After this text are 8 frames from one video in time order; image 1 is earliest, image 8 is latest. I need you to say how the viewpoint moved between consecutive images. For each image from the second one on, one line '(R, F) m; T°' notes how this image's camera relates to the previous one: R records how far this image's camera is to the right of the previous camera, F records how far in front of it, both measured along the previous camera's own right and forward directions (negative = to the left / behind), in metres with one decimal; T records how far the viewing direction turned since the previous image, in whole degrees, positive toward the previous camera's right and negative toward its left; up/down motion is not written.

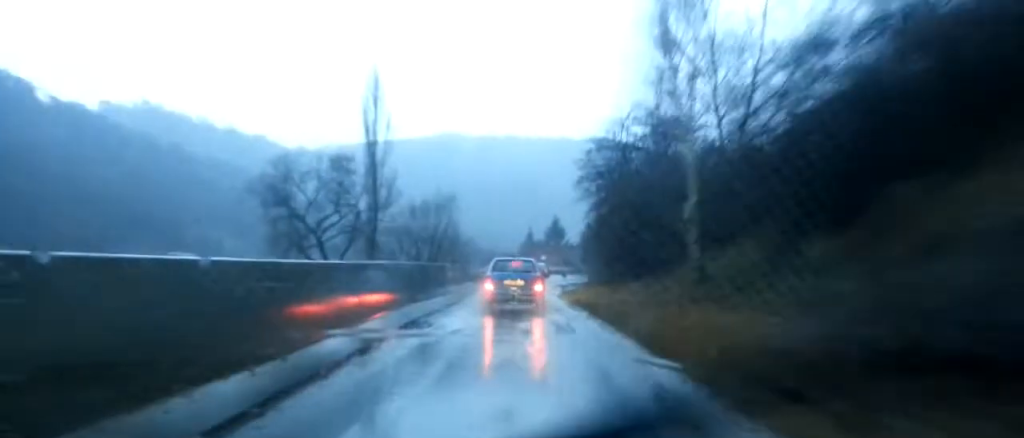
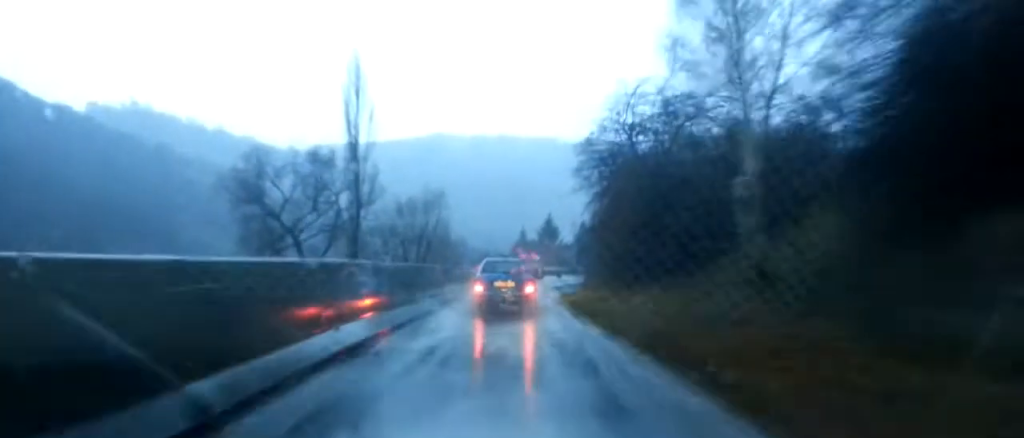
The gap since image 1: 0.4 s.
(-0.1, +5.1) m; 0°
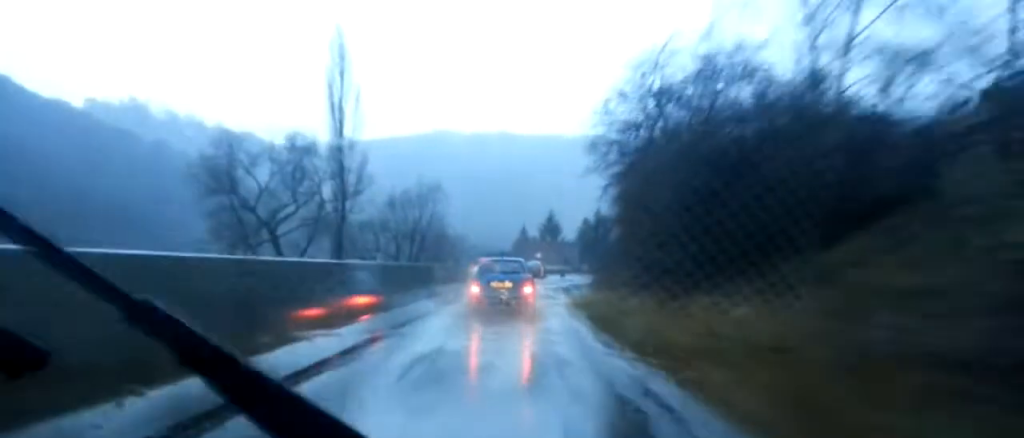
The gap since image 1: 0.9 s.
(+0.1, +6.8) m; +1°
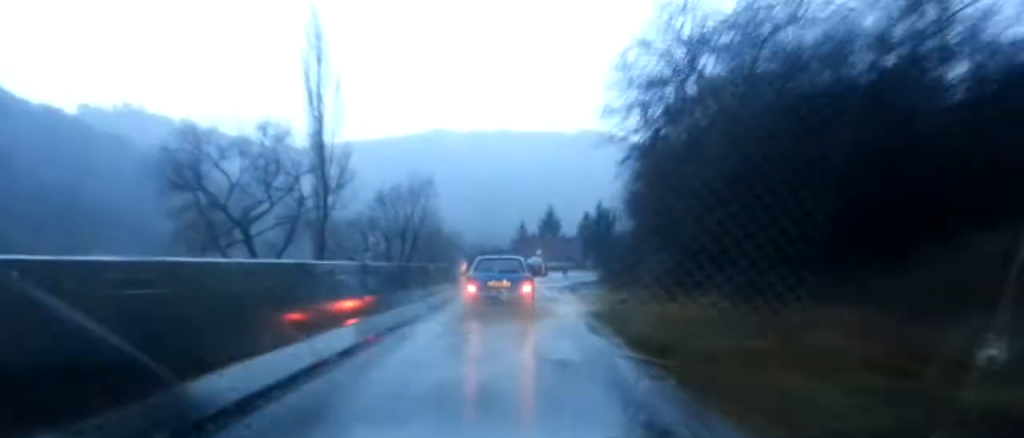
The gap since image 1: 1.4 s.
(0.0, +6.0) m; +1°
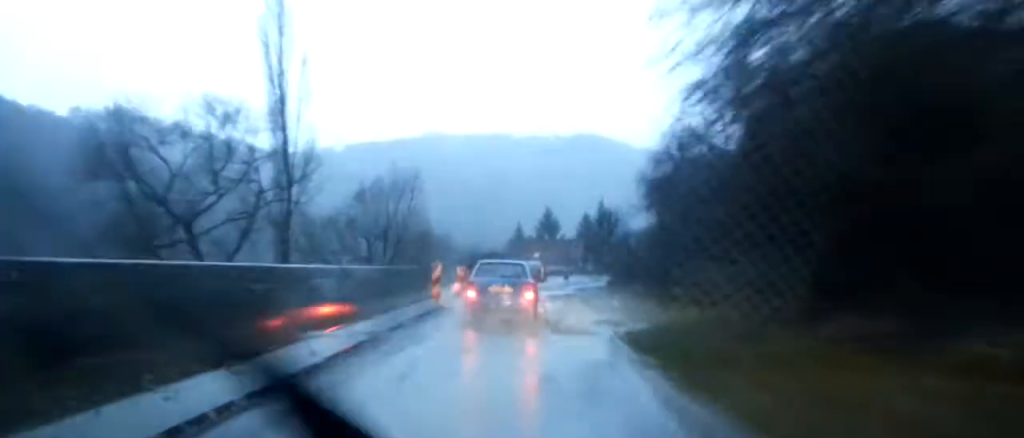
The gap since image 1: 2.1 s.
(+0.2, +9.4) m; +1°
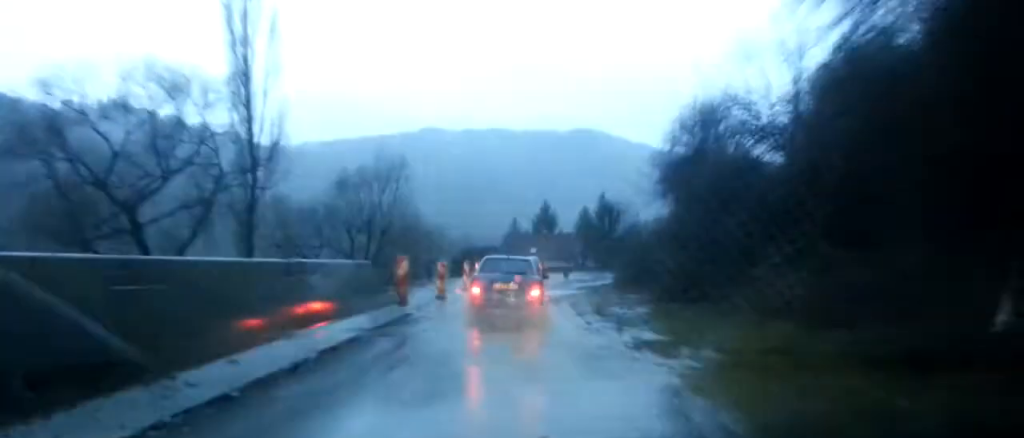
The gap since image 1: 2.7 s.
(0.0, +6.9) m; 0°
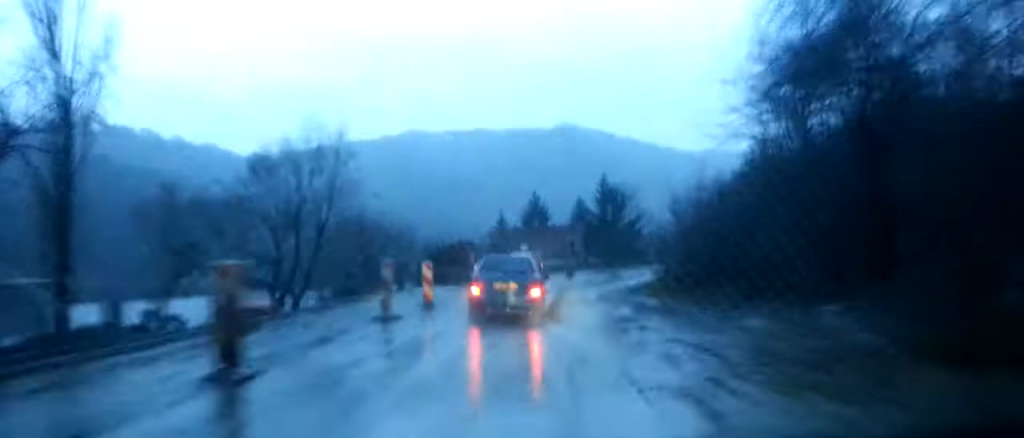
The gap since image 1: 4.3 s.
(-0.3, +20.7) m; -1°
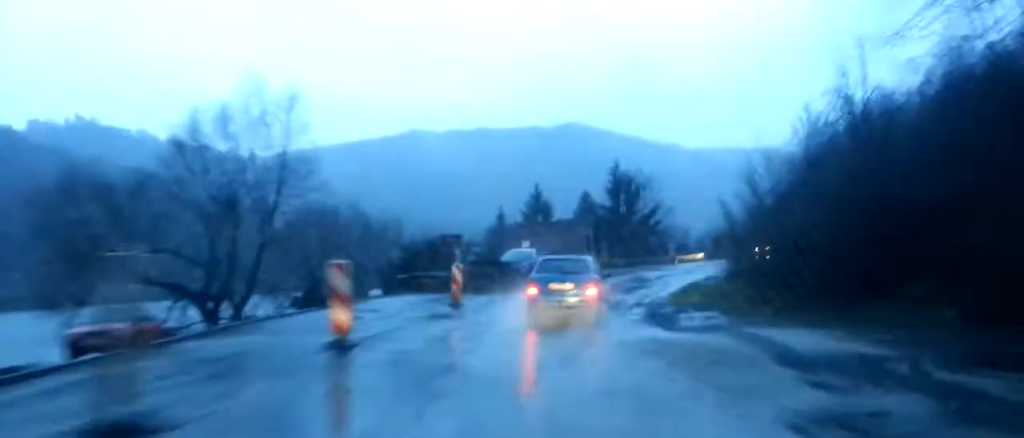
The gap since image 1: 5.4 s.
(+0.2, +12.0) m; +1°
